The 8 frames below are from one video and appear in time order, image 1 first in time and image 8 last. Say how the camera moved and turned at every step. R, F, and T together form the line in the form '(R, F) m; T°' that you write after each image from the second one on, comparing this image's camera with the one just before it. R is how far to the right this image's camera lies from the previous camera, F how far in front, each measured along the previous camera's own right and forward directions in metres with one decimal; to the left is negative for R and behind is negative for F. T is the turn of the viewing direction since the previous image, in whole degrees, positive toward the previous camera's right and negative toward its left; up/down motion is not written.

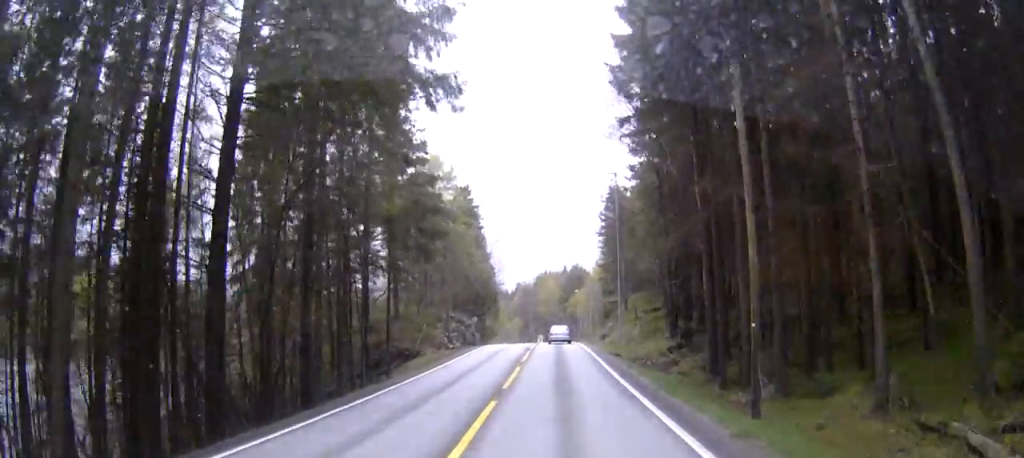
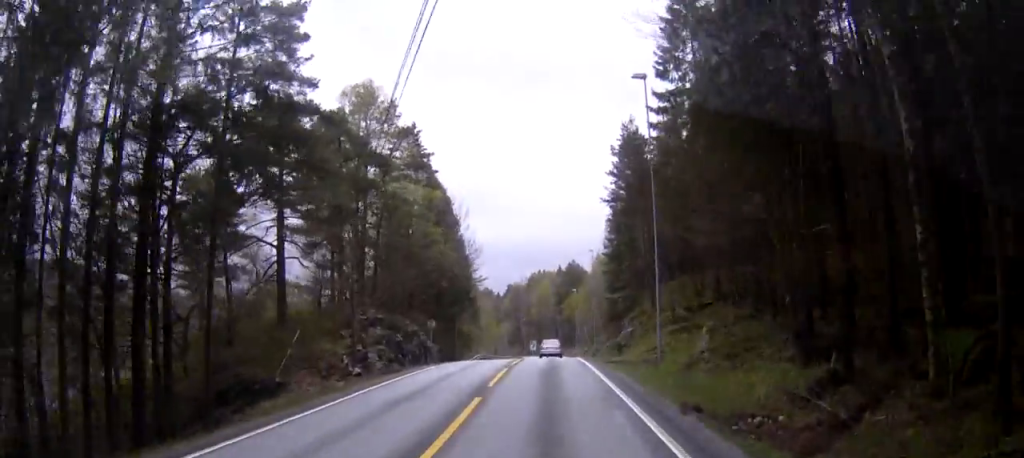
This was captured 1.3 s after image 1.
(-0.6, +23.3) m; -3°
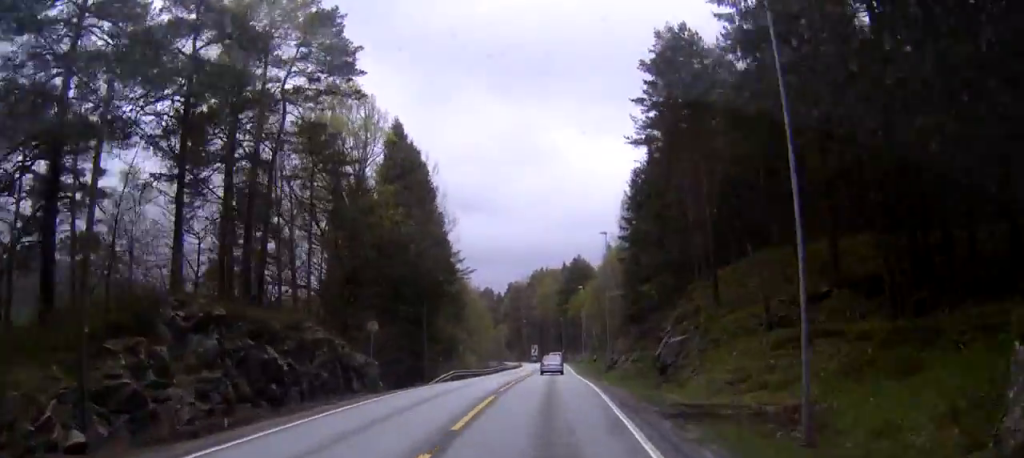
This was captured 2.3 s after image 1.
(-0.2, +18.4) m; 0°
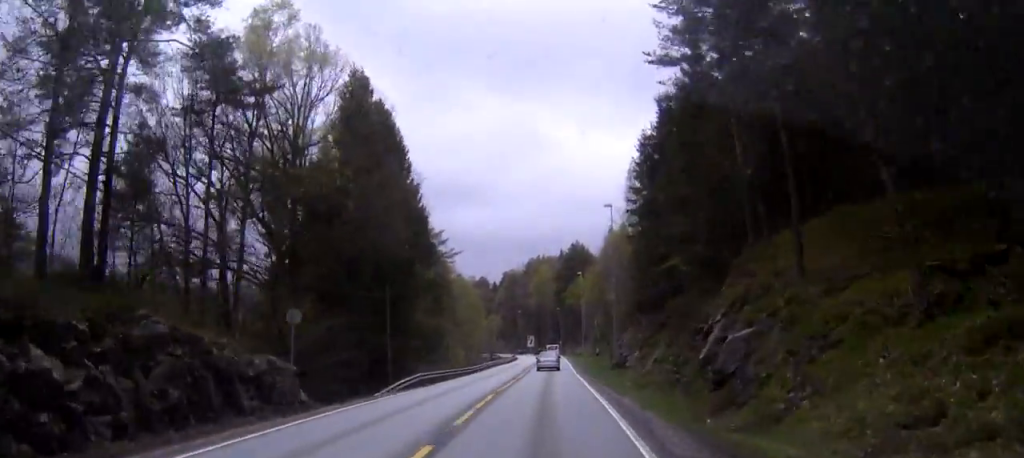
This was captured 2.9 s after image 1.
(+0.1, +11.1) m; 0°
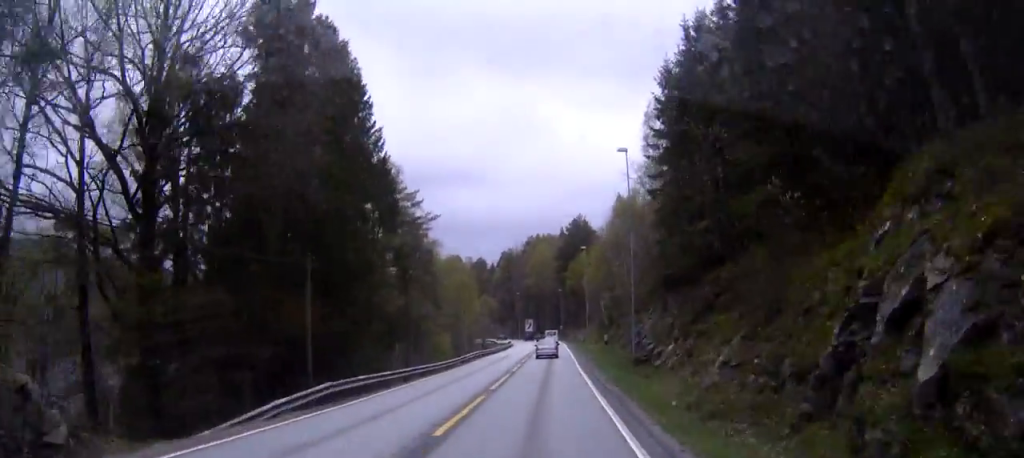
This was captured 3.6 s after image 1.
(-0.1, +14.3) m; 0°
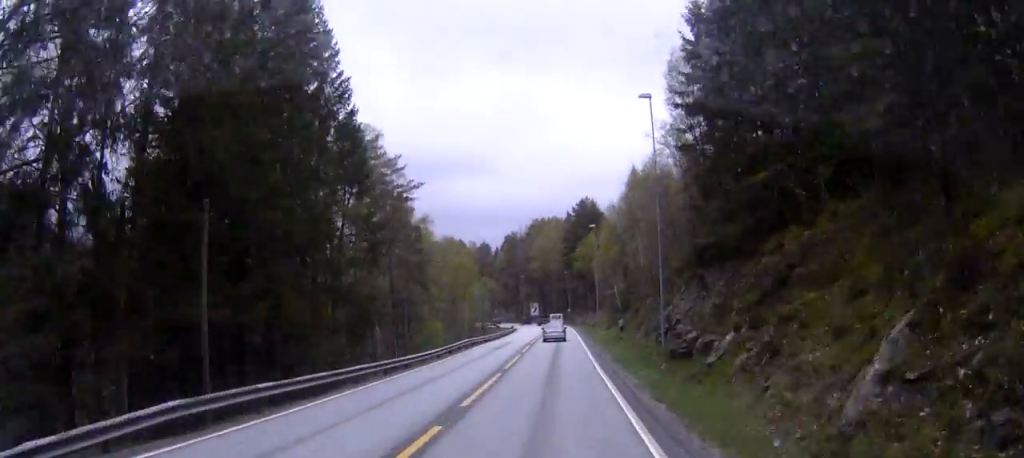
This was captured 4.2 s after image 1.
(0.0, +10.0) m; 0°
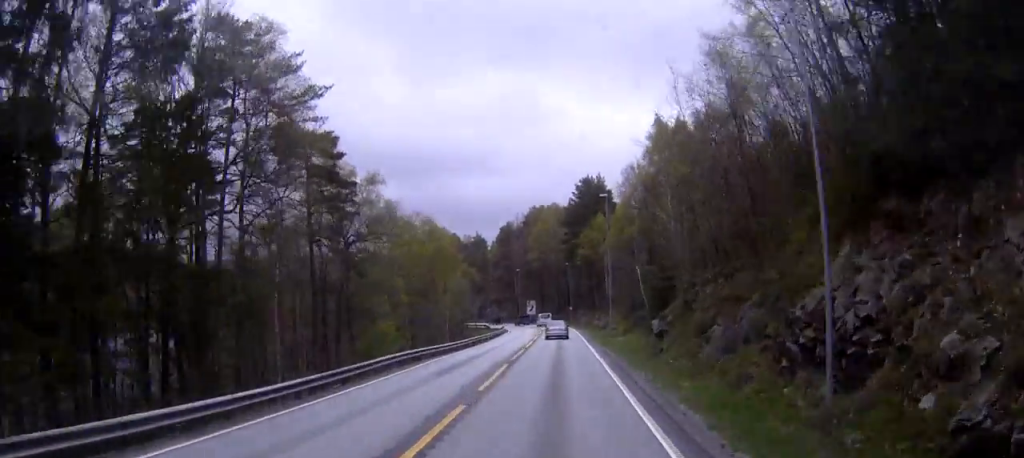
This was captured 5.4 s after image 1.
(-0.1, +22.6) m; 0°
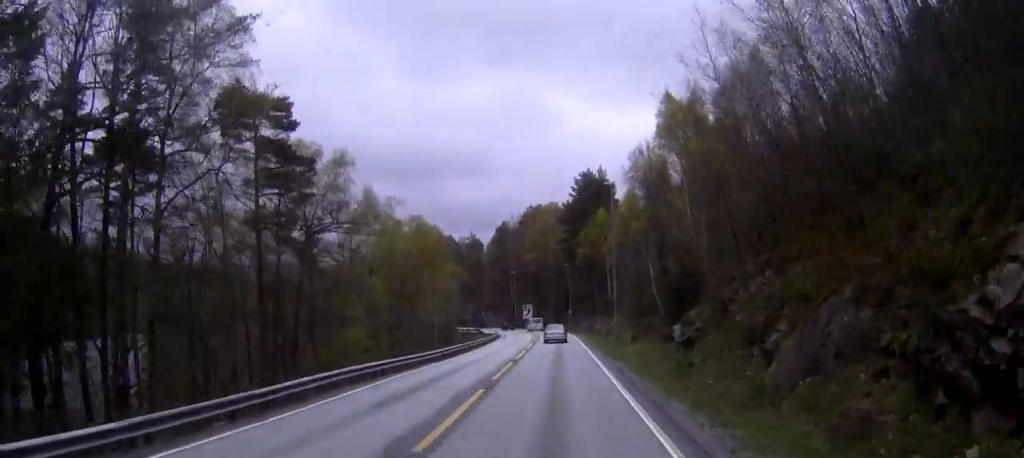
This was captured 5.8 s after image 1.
(-0.1, +8.2) m; 0°
